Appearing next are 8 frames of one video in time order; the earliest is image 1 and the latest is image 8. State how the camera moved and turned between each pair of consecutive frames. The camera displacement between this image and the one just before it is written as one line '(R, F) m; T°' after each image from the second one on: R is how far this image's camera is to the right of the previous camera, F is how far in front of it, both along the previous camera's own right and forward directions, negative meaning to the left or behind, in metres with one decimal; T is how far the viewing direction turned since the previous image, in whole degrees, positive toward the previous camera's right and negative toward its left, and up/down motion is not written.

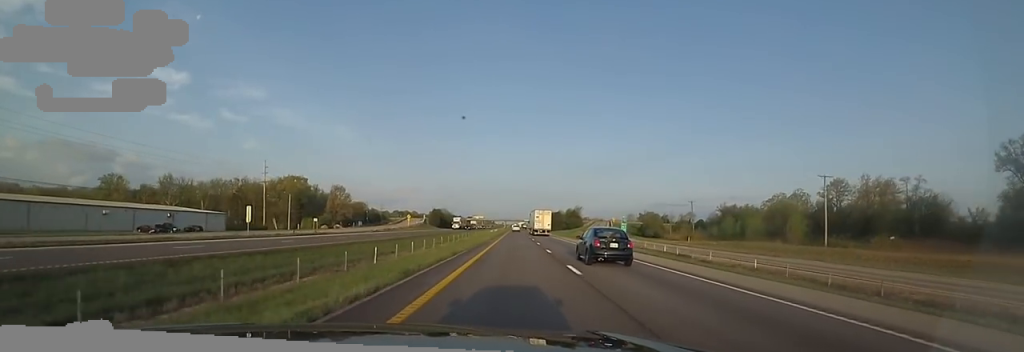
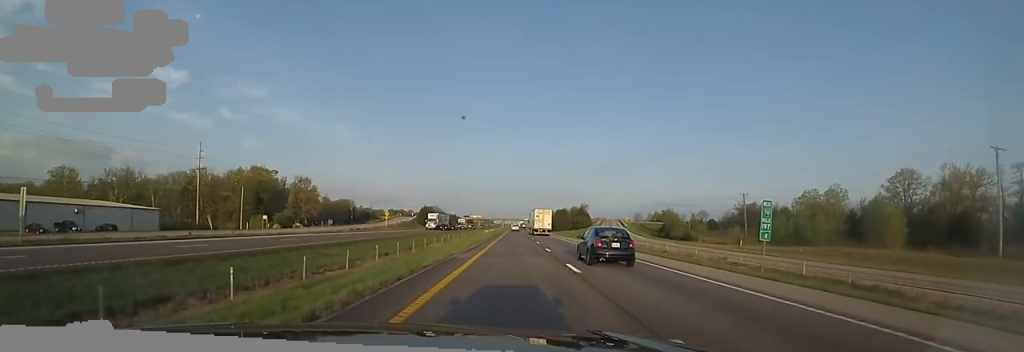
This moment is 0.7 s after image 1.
(+0.1, +25.2) m; +1°
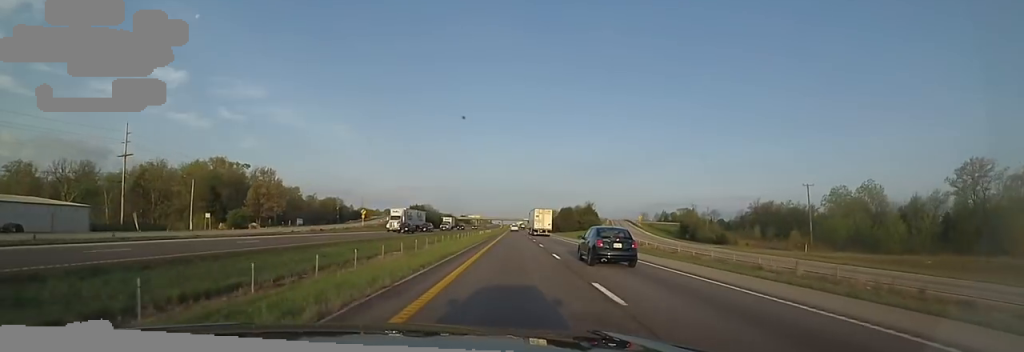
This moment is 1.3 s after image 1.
(-0.1, +18.5) m; +1°
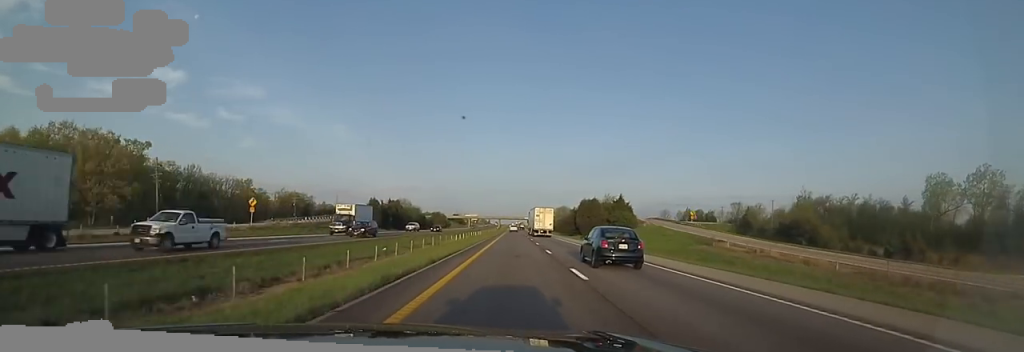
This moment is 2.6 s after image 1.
(+0.6, +46.1) m; 0°
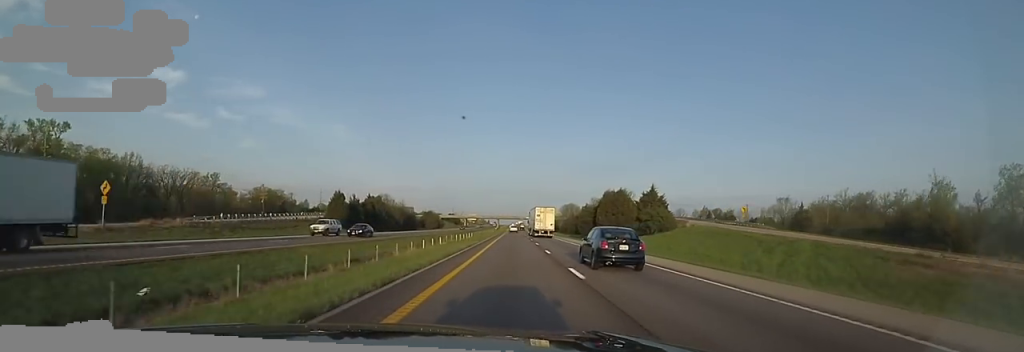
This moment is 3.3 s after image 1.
(-0.2, +24.6) m; -1°
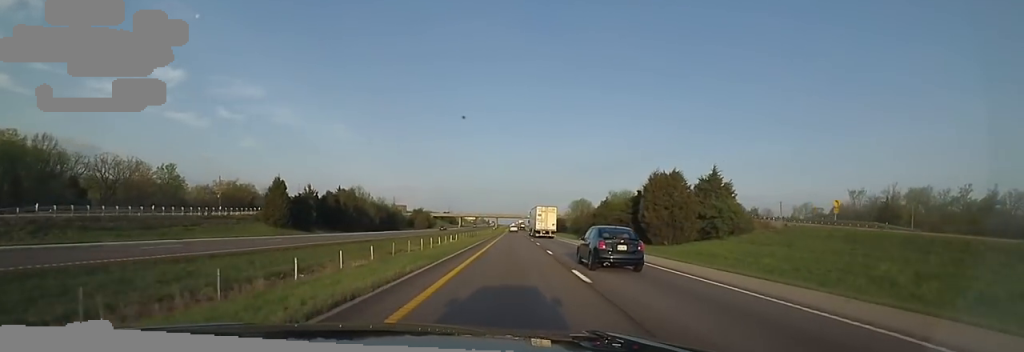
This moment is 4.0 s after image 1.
(0.0, +25.3) m; -1°
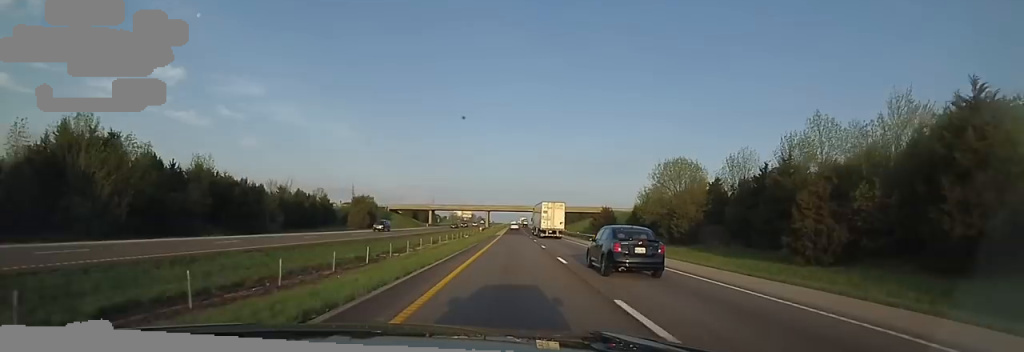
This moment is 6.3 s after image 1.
(-0.1, +77.6) m; +1°
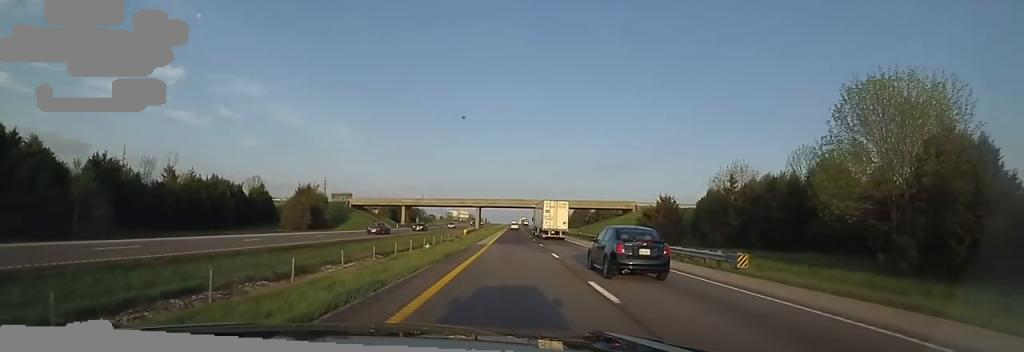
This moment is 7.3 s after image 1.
(0.0, +32.7) m; 0°
